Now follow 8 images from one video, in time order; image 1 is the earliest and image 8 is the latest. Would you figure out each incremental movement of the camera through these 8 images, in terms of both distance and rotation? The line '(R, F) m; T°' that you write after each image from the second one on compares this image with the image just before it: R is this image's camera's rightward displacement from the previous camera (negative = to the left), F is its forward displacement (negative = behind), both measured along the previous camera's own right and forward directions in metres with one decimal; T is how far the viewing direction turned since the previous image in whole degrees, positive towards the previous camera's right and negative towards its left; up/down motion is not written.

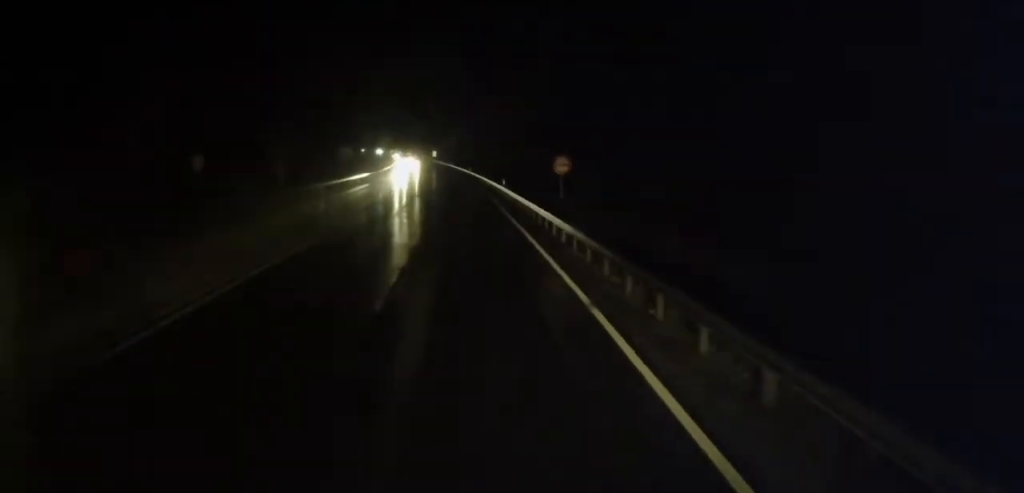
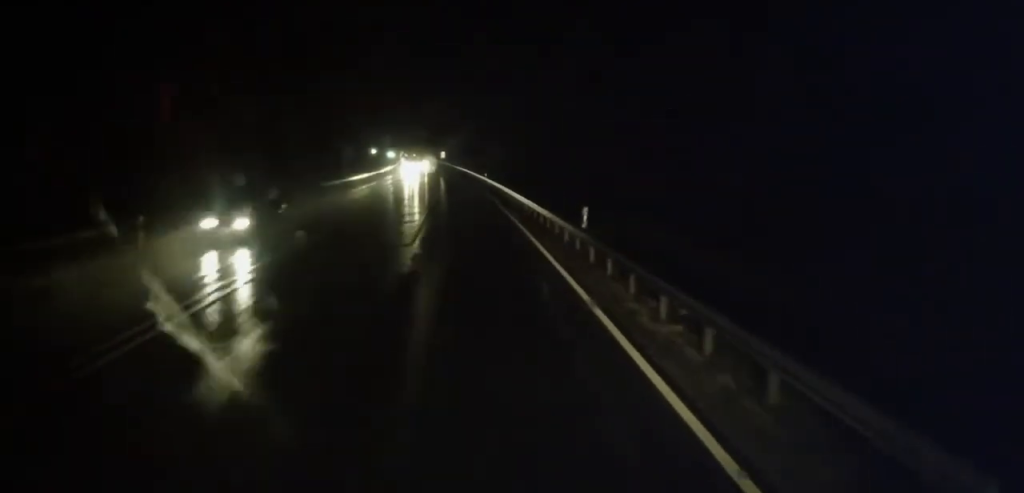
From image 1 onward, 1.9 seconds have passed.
(-0.7, +28.0) m; -2°
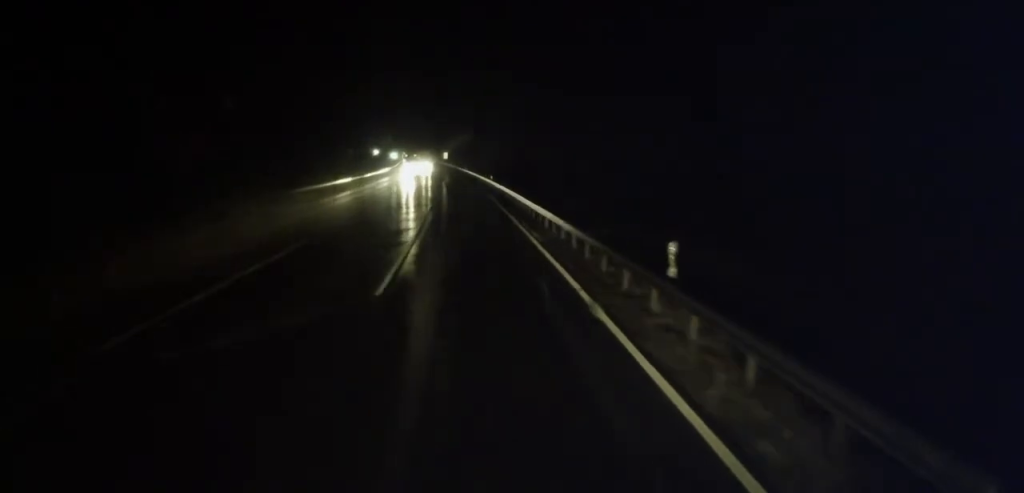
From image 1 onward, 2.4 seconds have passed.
(0.0, +7.4) m; 0°
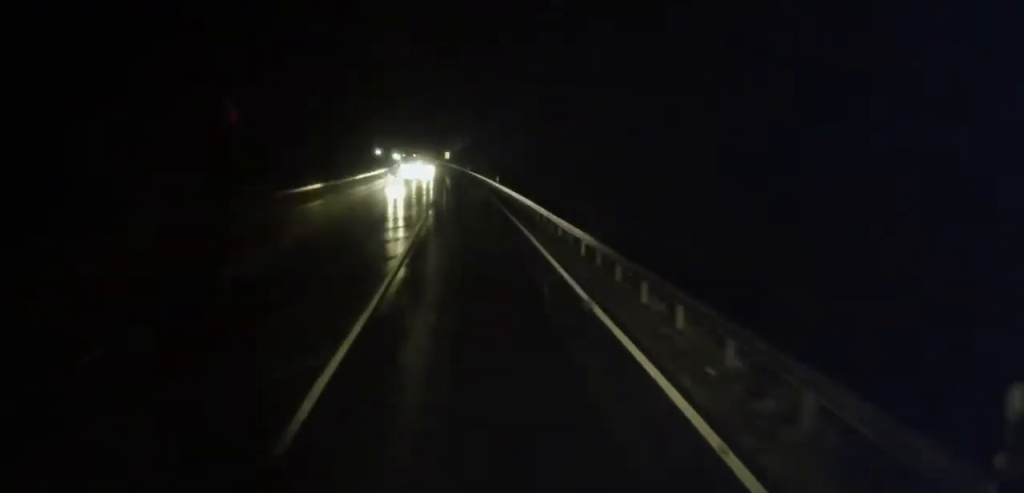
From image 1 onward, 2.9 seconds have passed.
(+0.2, +7.4) m; +1°
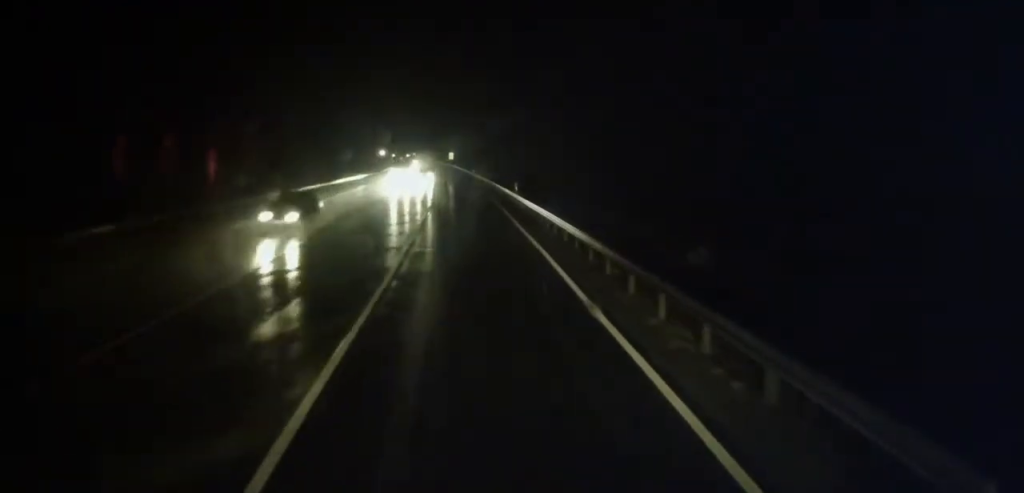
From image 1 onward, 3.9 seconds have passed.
(+0.1, +15.2) m; -2°
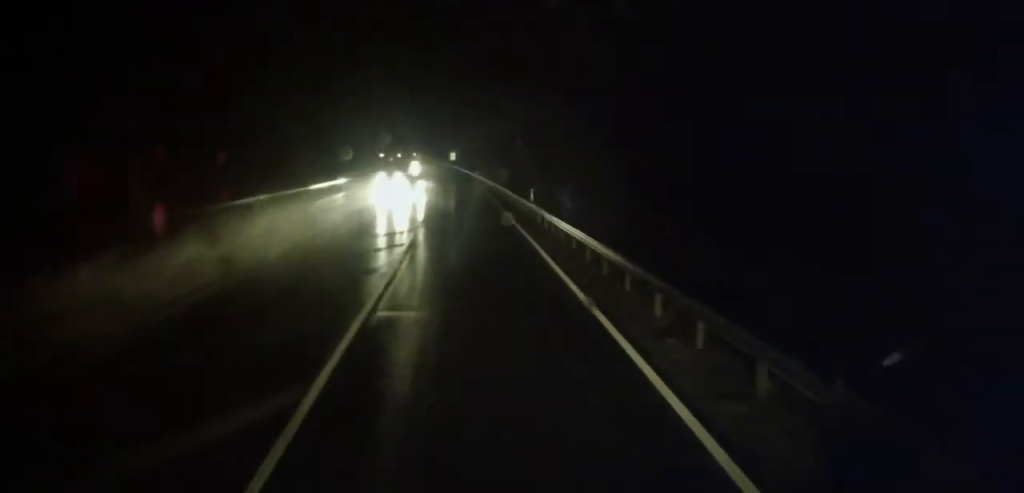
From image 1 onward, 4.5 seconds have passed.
(-0.1, +7.8) m; -1°
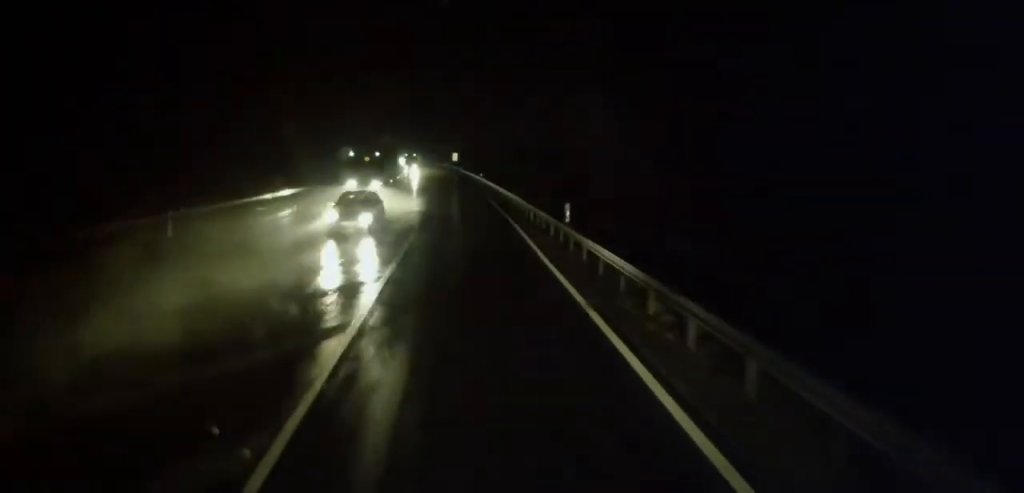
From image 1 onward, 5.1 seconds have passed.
(-0.4, +9.8) m; 0°
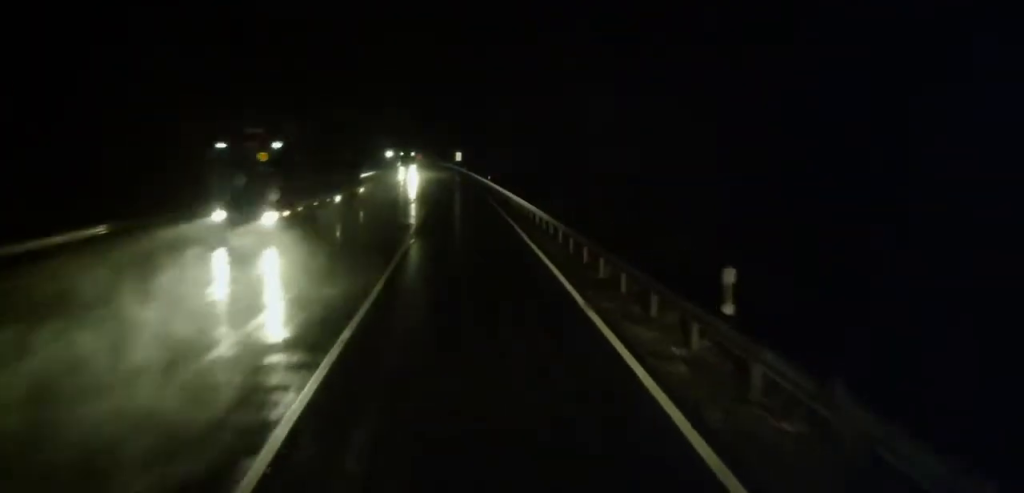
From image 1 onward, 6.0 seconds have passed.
(+0.5, +12.4) m; 0°
